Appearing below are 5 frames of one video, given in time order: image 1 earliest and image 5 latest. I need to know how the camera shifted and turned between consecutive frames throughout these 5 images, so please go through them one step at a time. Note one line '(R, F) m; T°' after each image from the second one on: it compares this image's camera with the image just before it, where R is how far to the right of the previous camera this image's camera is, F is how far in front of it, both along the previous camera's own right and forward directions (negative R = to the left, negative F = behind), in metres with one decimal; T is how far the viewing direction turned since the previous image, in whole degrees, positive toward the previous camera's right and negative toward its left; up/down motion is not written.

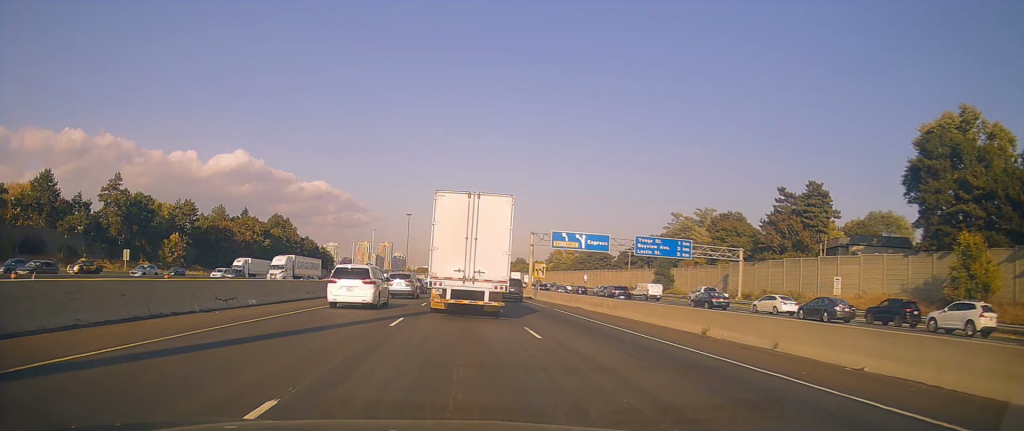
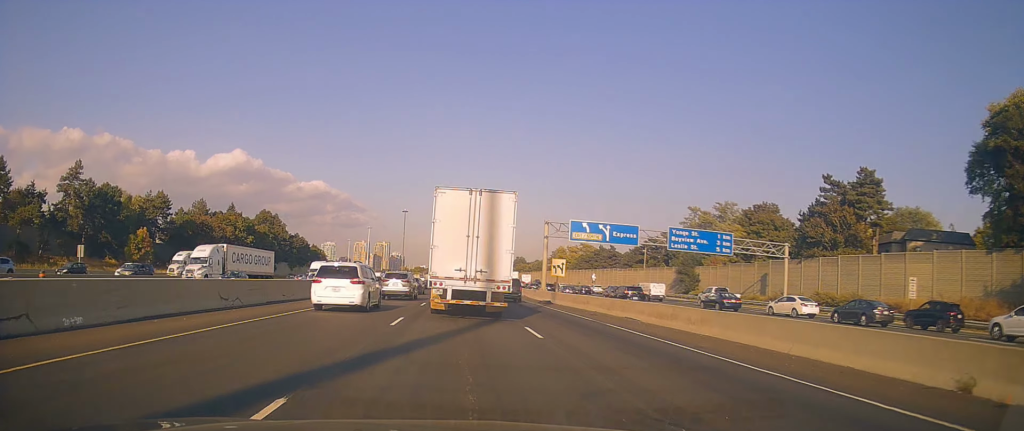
(-0.3, +12.3) m; -1°
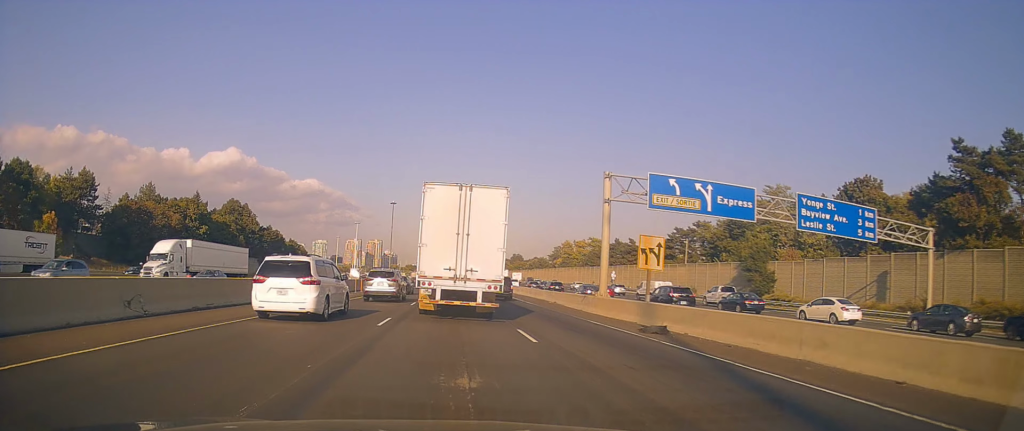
(+1.0, +25.7) m; +2°
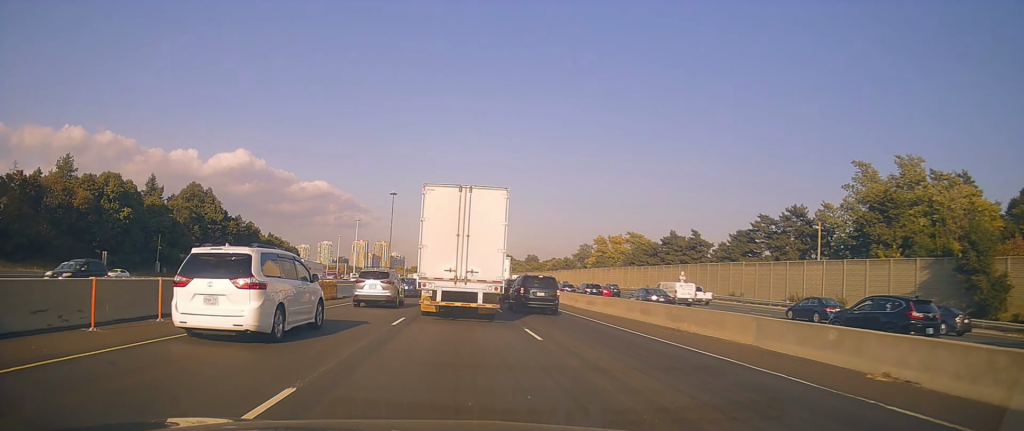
(-1.3, +35.6) m; -1°
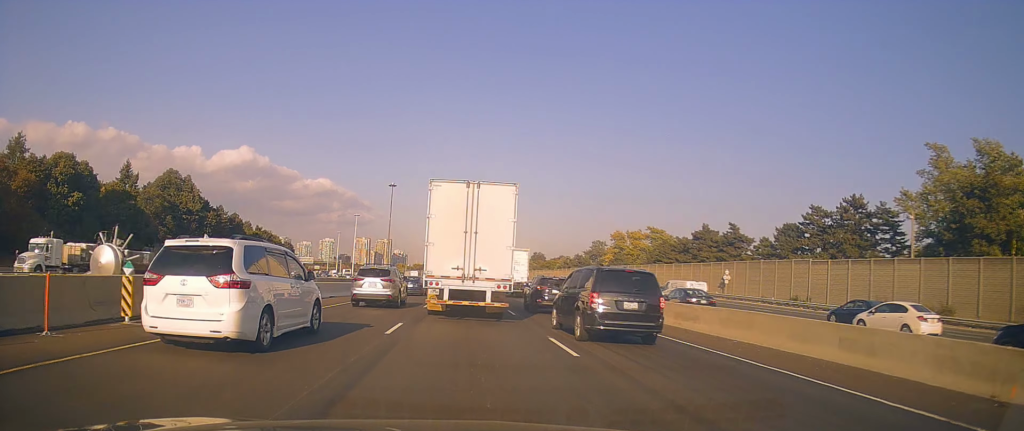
(+0.4, +15.2) m; 0°
